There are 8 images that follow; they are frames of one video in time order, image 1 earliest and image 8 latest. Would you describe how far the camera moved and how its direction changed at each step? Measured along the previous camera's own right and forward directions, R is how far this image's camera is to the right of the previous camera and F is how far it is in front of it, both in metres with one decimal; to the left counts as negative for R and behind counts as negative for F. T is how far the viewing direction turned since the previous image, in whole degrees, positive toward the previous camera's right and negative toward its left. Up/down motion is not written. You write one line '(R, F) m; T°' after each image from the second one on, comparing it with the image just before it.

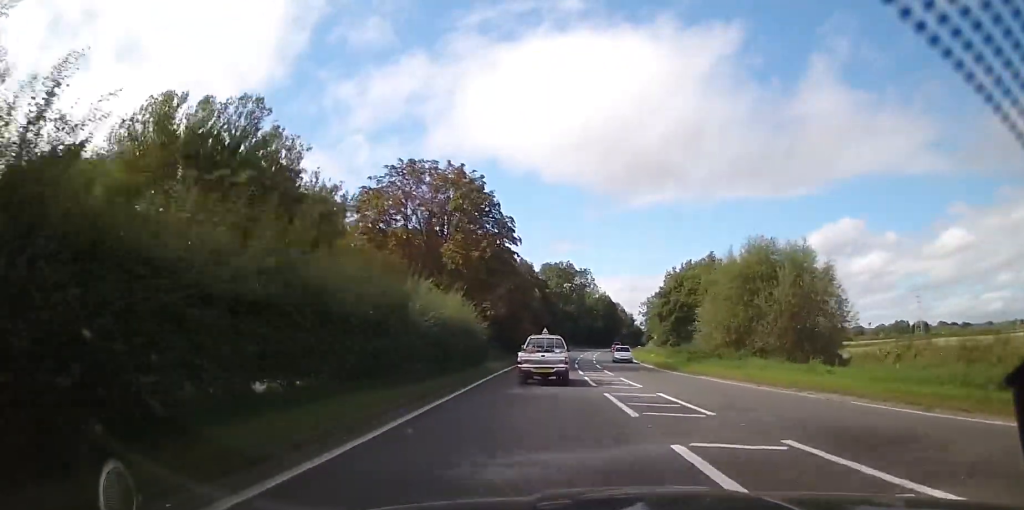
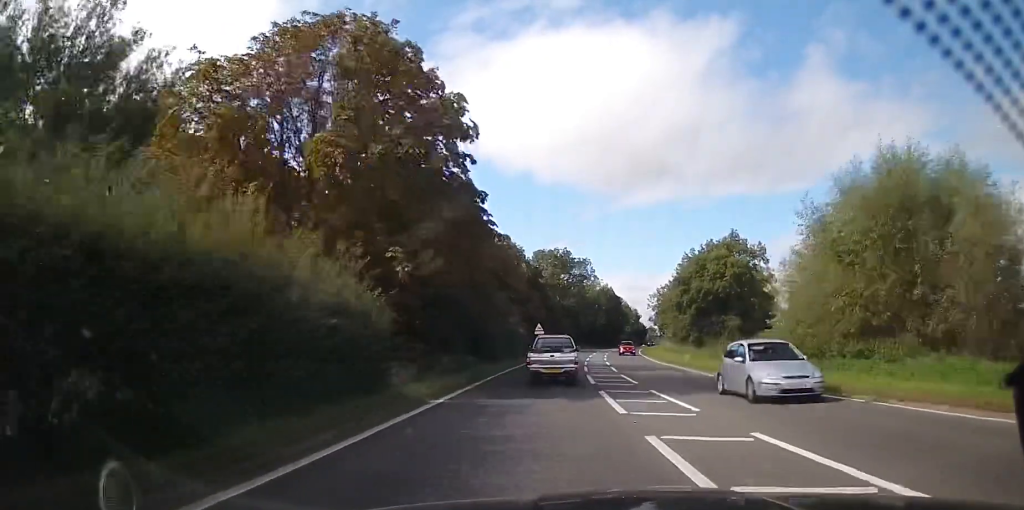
(0.0, +18.0) m; 0°
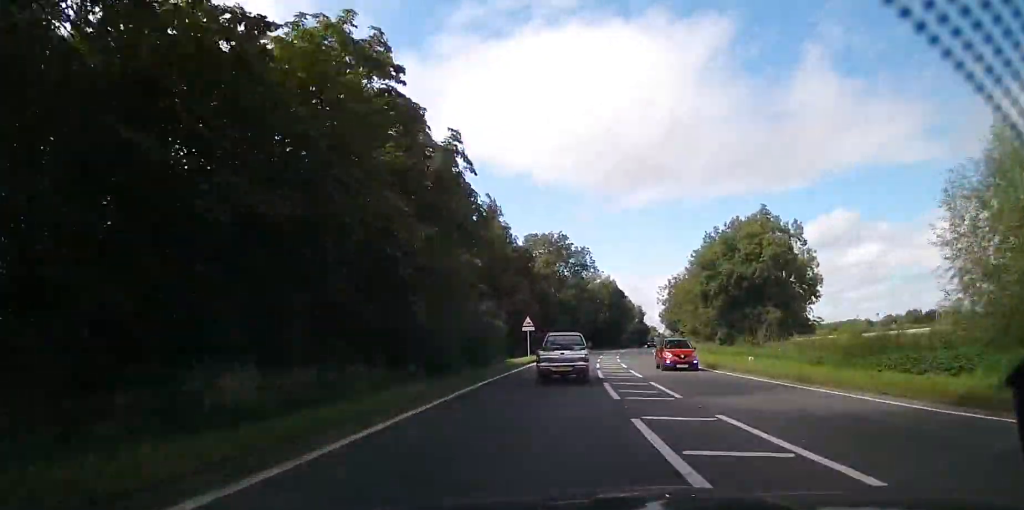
(0.0, +16.5) m; +1°
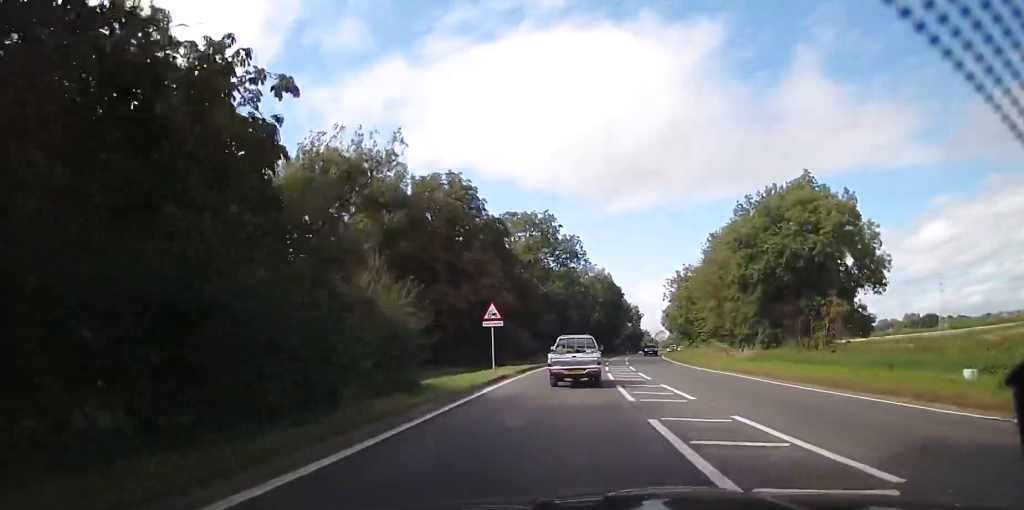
(+0.2, +18.4) m; +1°
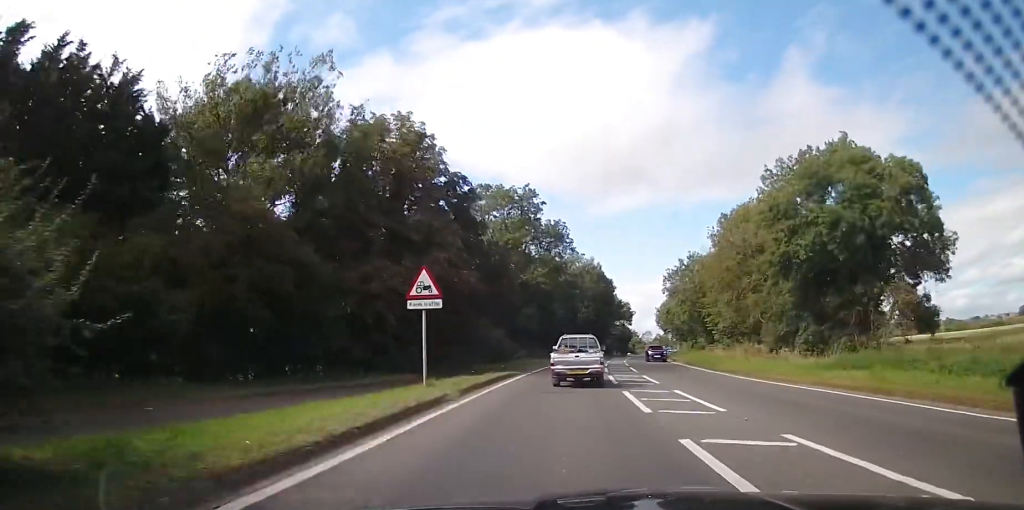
(+0.2, +12.2) m; +1°
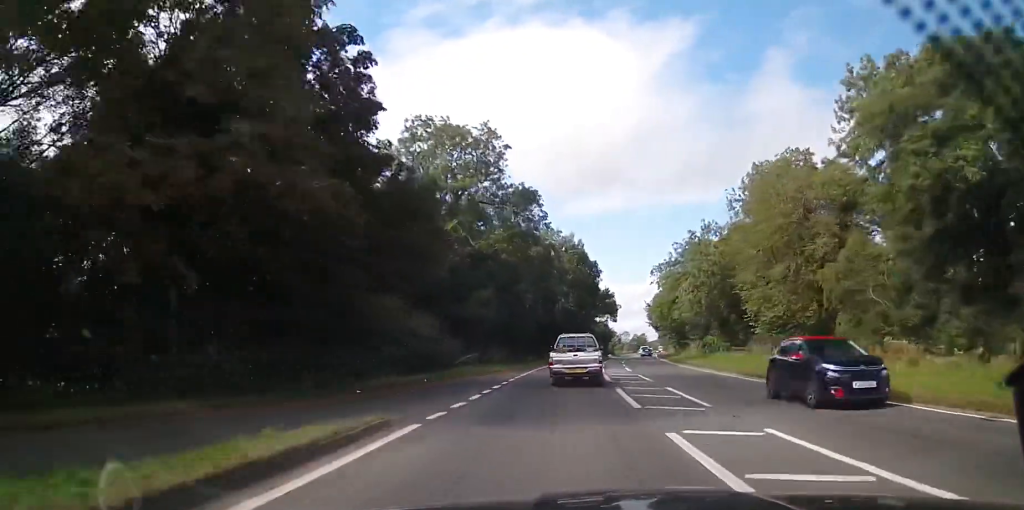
(0.0, +18.3) m; +2°
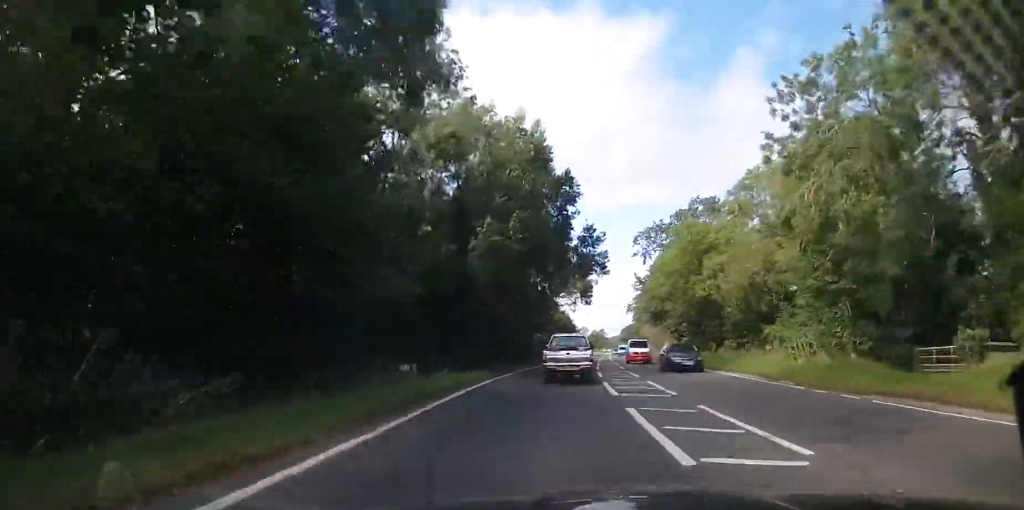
(+1.6, +33.9) m; +3°
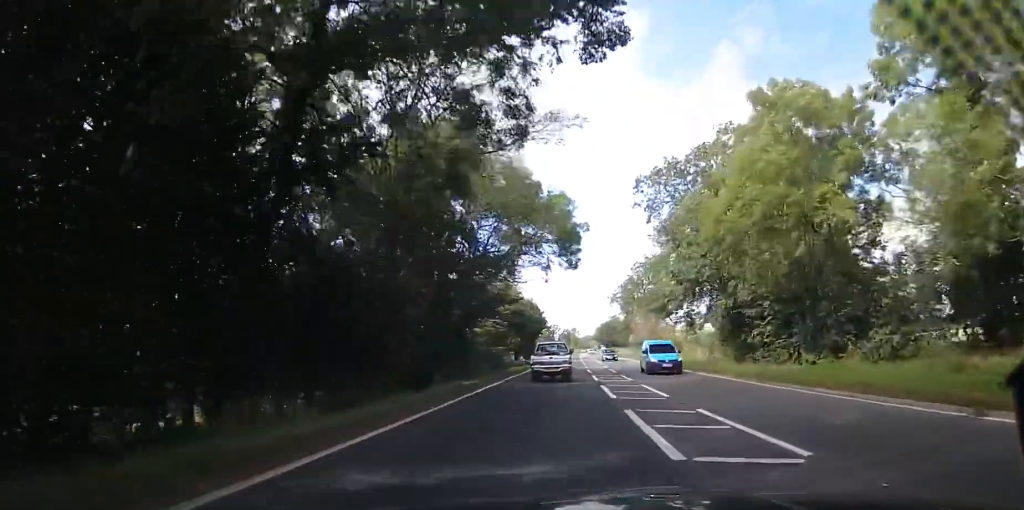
(+0.1, +29.6) m; +1°
